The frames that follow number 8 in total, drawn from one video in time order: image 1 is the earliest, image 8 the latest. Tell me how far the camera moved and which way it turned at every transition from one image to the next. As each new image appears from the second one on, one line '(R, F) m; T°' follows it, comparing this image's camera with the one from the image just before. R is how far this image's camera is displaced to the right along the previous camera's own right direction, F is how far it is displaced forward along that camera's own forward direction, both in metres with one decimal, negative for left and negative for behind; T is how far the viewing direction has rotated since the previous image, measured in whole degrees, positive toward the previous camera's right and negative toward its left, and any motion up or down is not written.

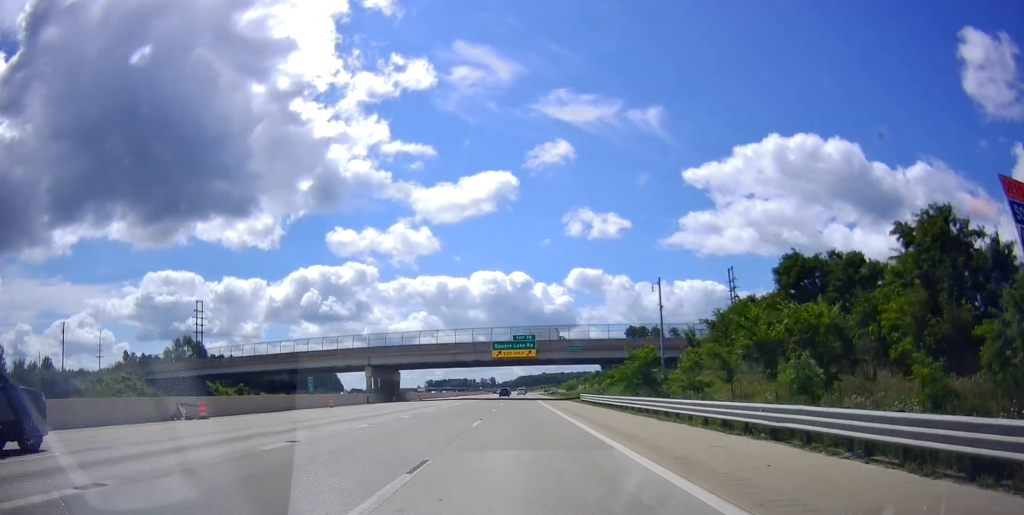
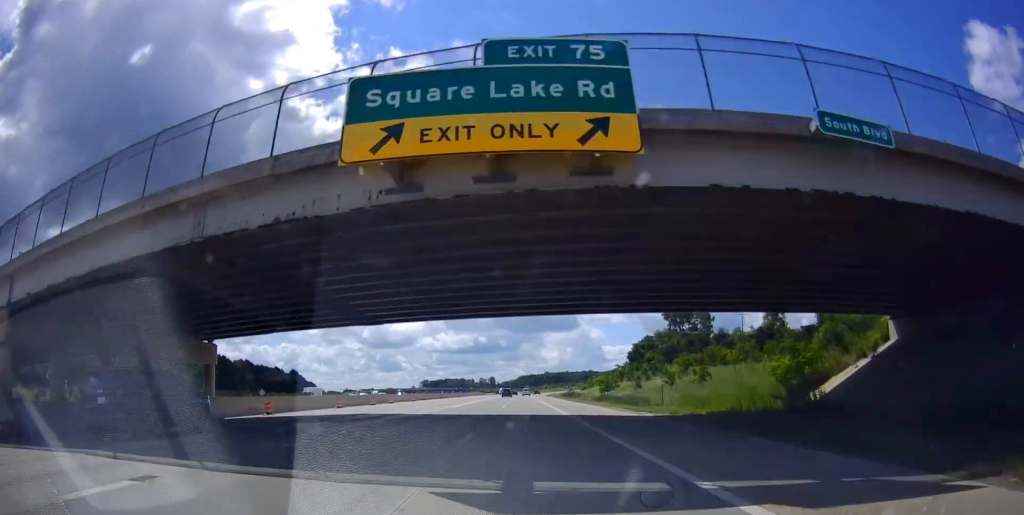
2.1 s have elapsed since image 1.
(-0.4, +68.6) m; 0°
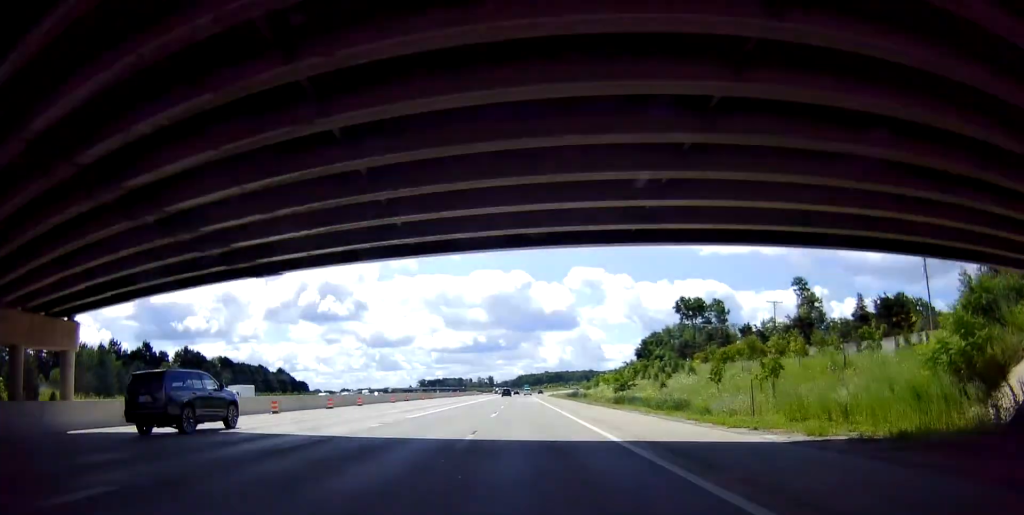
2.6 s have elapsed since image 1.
(+0.1, +15.9) m; 0°
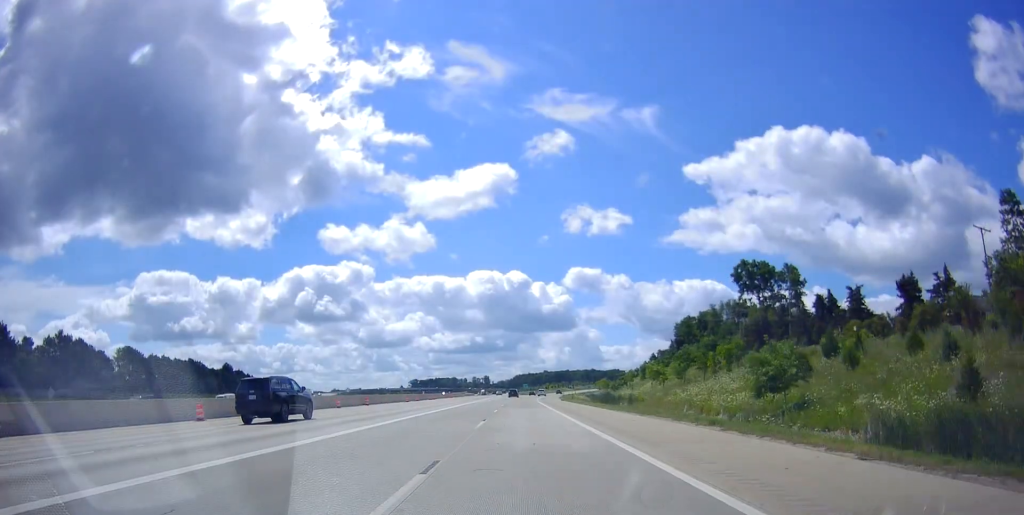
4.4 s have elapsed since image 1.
(-0.1, +54.6) m; 0°
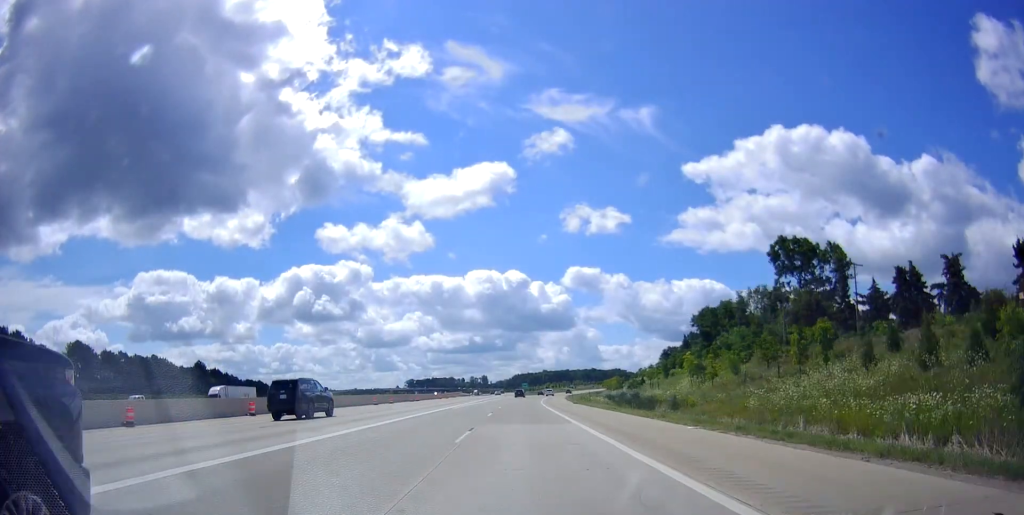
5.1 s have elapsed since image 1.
(0.0, +21.6) m; 0°
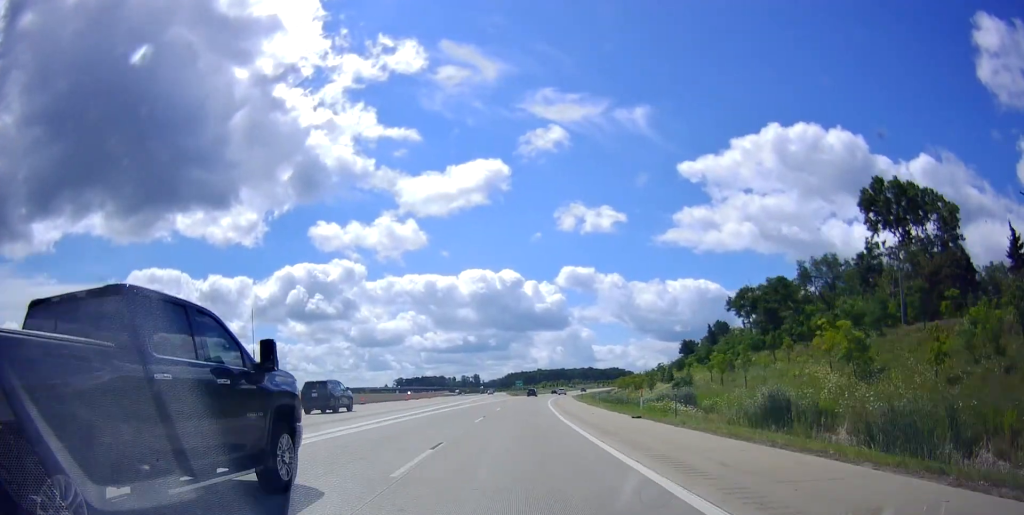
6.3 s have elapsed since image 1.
(0.0, +36.6) m; 0°
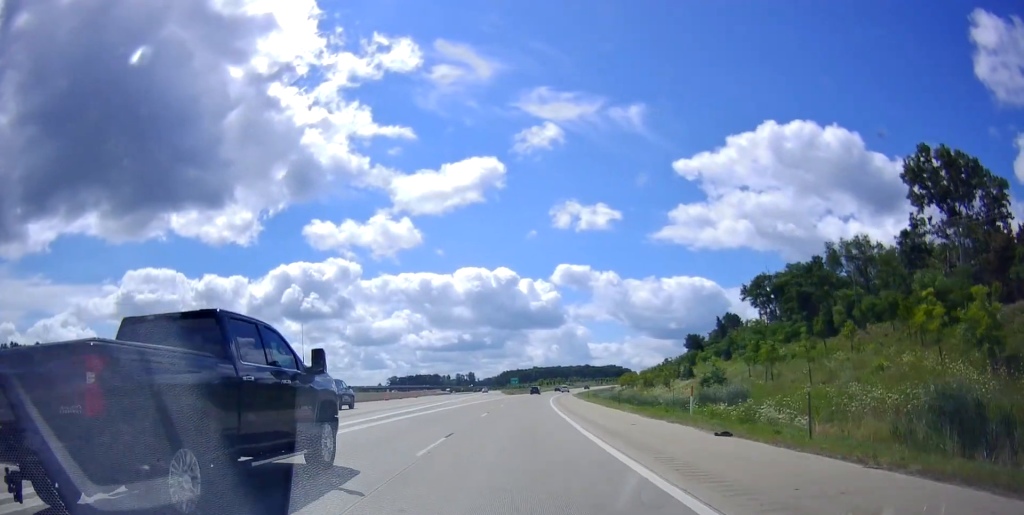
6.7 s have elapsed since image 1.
(0.0, +13.0) m; 0°
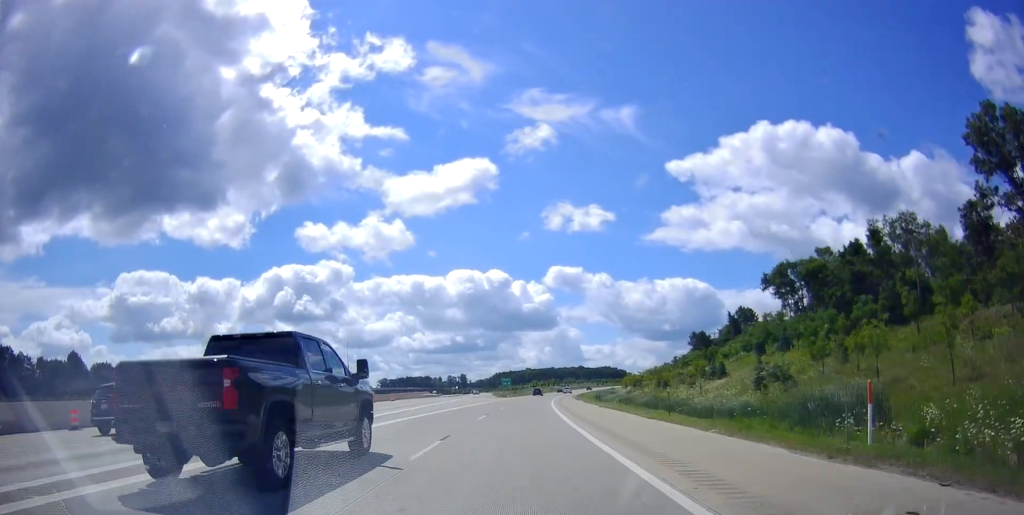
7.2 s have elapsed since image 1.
(0.0, +16.0) m; 0°
